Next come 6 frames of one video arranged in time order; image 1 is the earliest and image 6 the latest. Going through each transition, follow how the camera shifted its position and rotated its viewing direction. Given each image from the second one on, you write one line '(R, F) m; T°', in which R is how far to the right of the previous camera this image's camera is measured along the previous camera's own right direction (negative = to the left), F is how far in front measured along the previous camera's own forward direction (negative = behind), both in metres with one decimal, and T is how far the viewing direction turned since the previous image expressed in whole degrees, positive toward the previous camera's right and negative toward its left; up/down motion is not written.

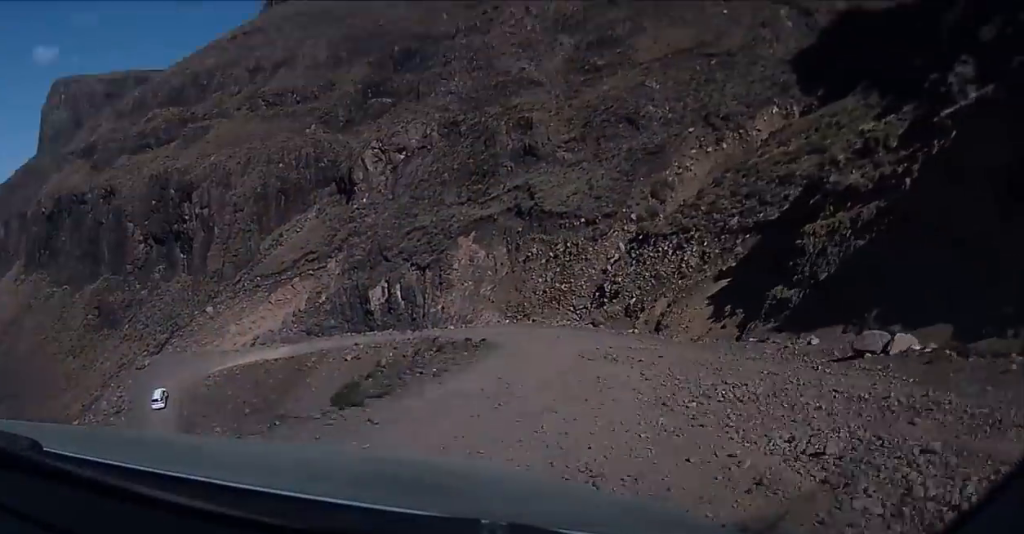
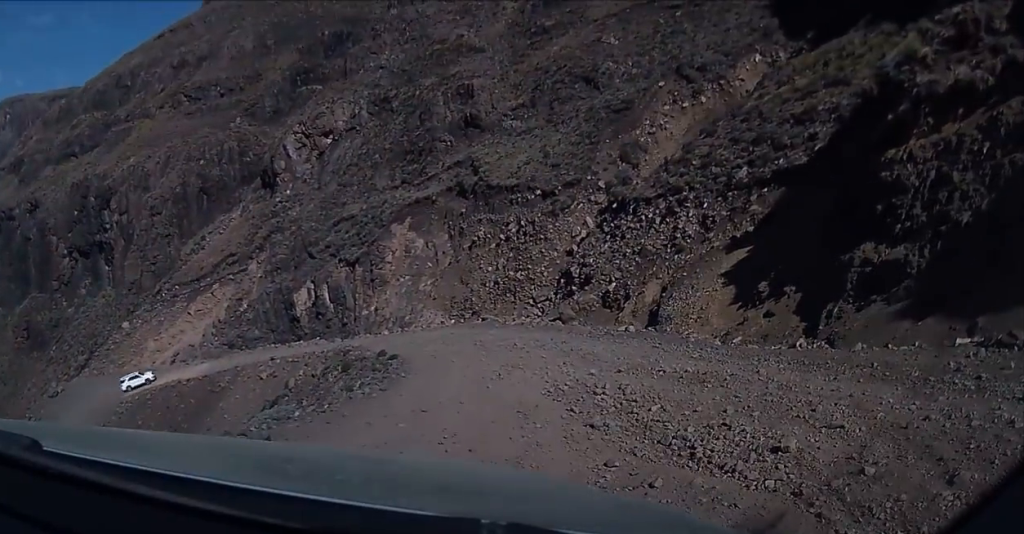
(+2.3, +13.8) m; +14°
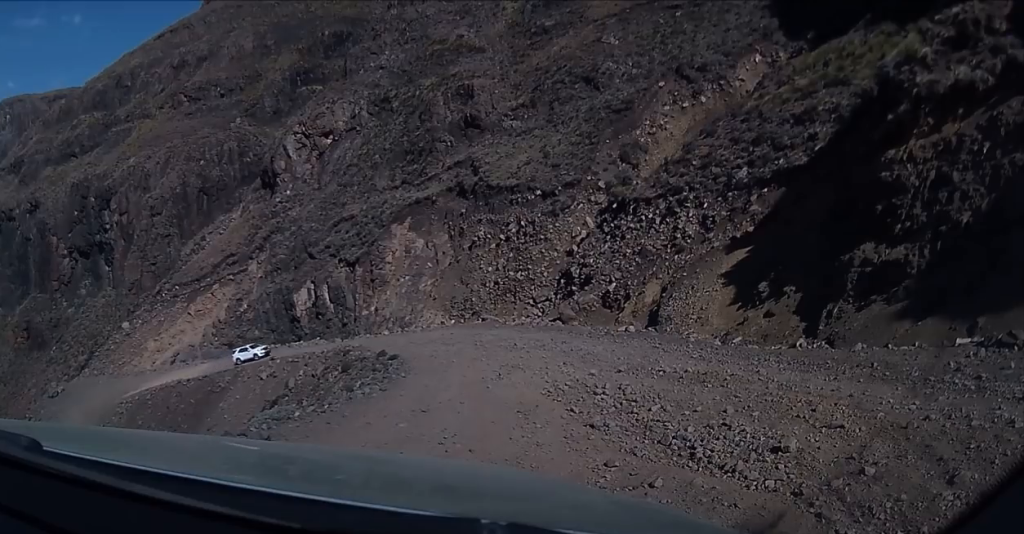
(+0.2, +6.7) m; +1°
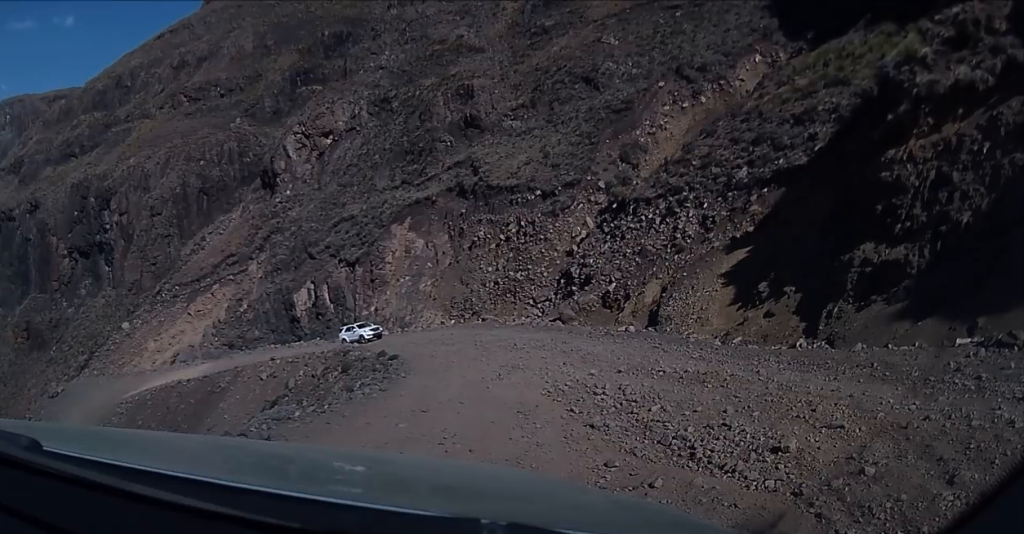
(+0.2, +4.1) m; +2°
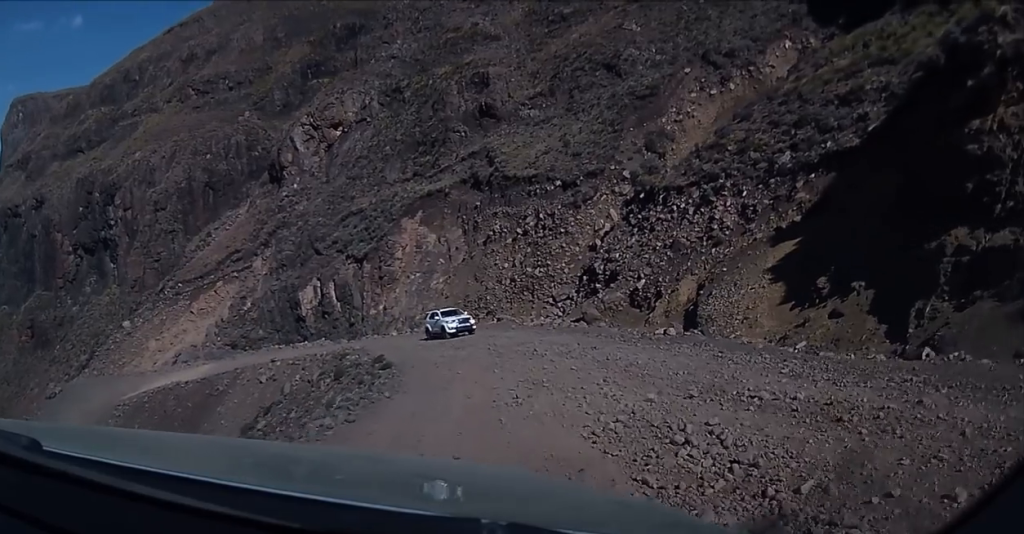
(0.0, +6.7) m; -2°
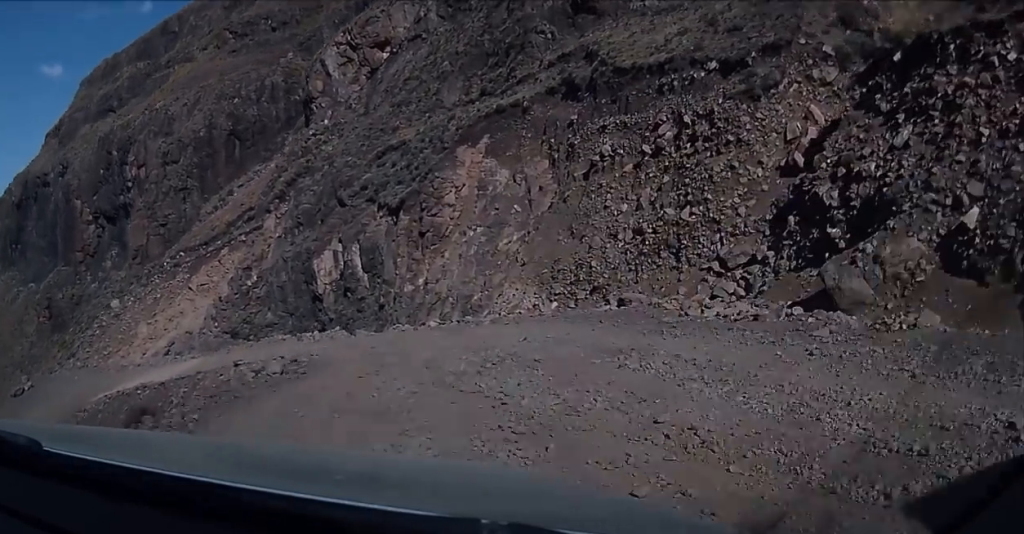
(-0.9, +18.1) m; -10°
